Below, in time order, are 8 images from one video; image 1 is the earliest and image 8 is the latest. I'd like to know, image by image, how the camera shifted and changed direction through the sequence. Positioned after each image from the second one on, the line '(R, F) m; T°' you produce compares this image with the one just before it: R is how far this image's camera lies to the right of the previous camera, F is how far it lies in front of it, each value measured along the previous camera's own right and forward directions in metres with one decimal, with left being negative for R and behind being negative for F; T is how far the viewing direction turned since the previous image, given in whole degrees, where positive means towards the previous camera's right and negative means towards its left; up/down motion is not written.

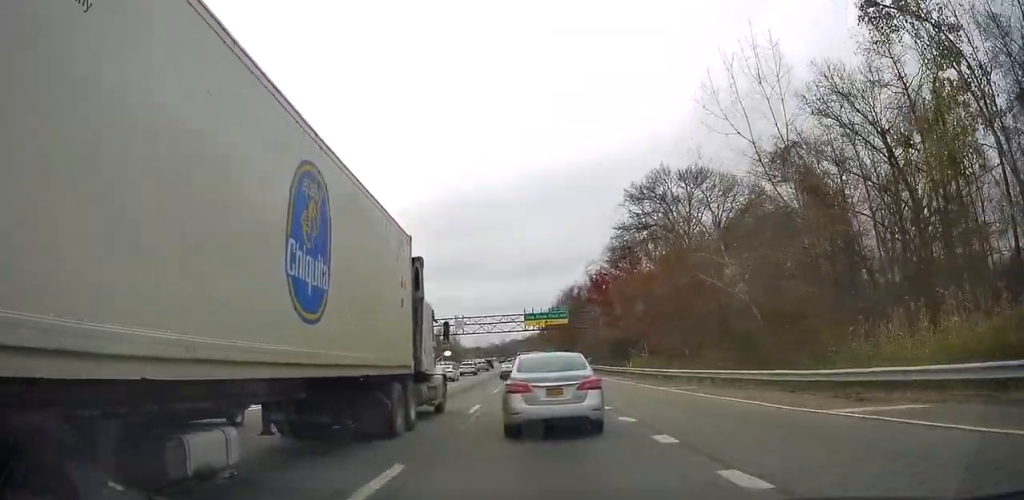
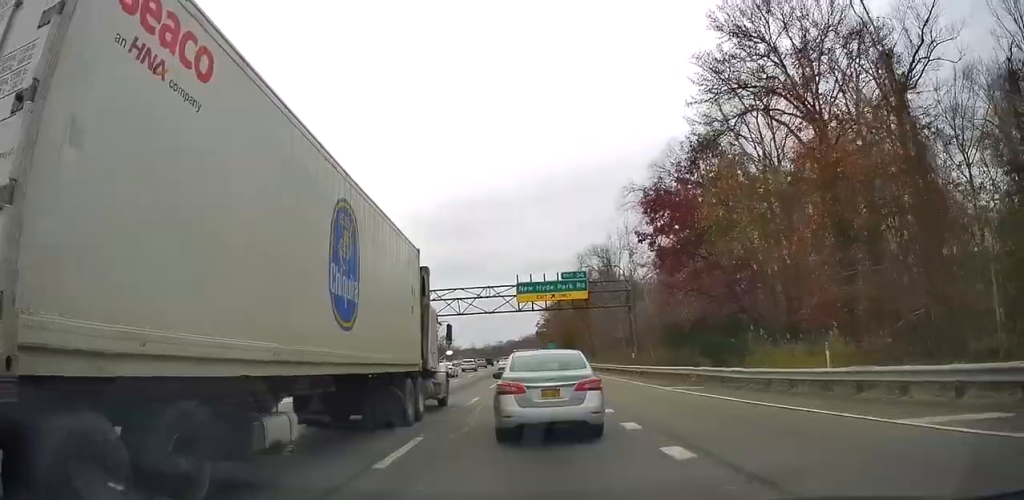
(0.0, +32.7) m; +1°
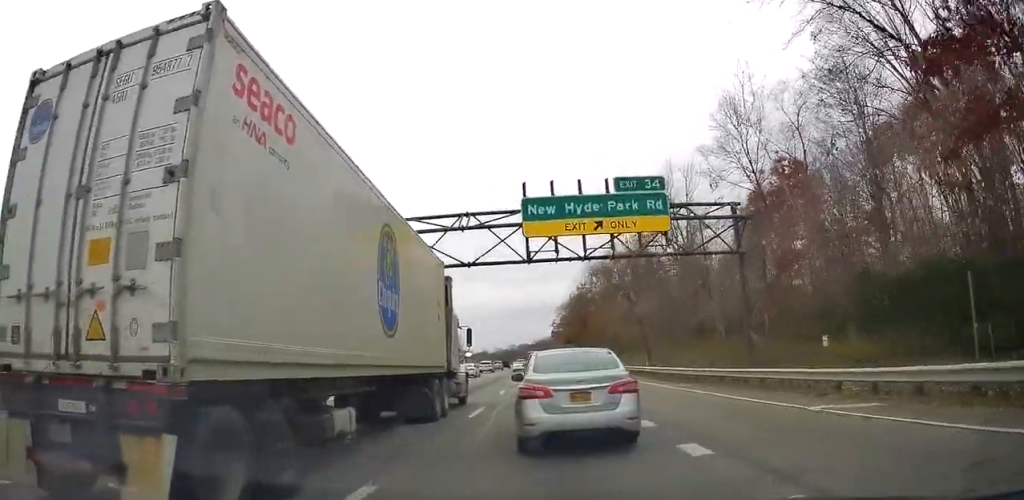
(-0.1, +28.2) m; -1°
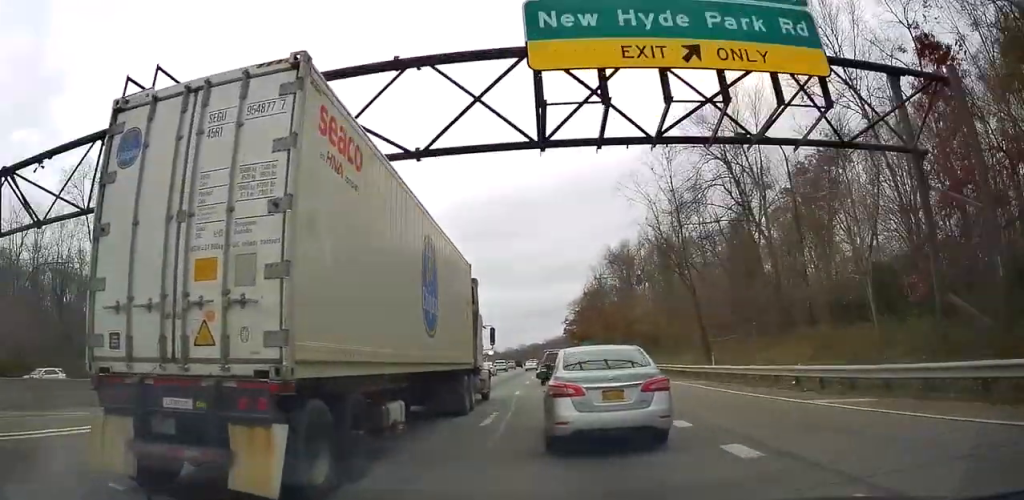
(0.0, +15.1) m; 0°
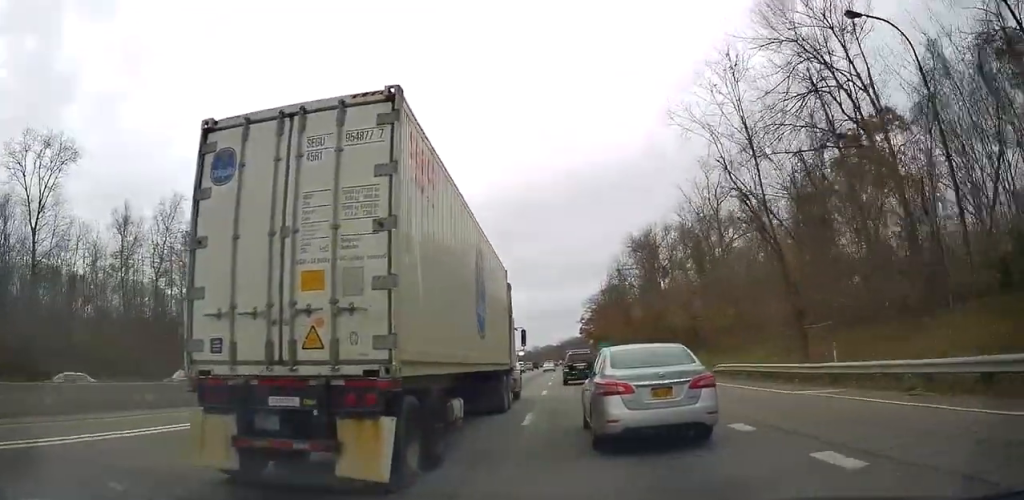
(0.0, +12.3) m; 0°
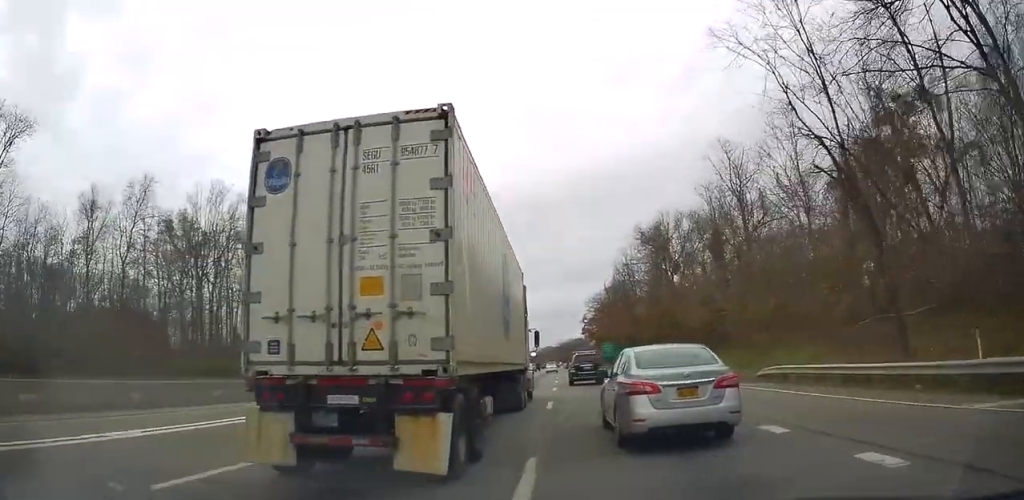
(0.0, +7.6) m; 0°
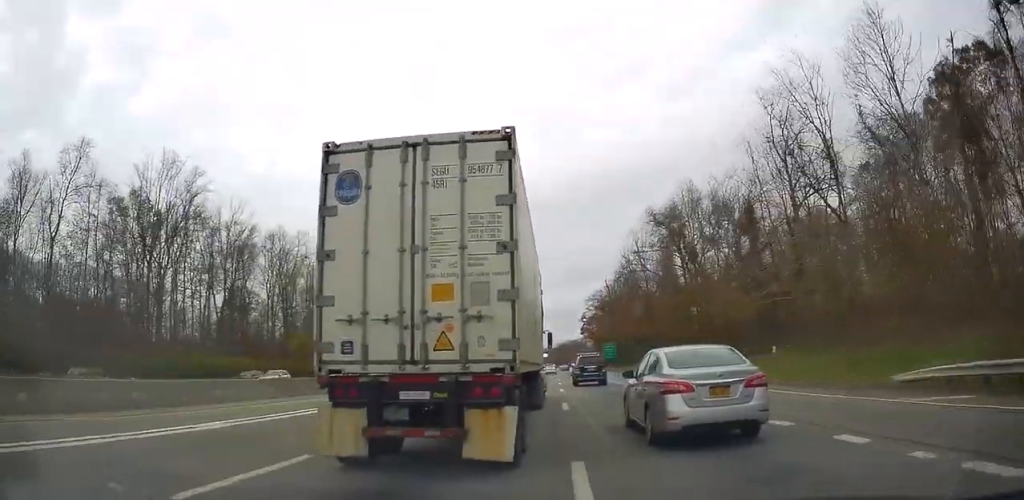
(0.0, +12.5) m; 0°
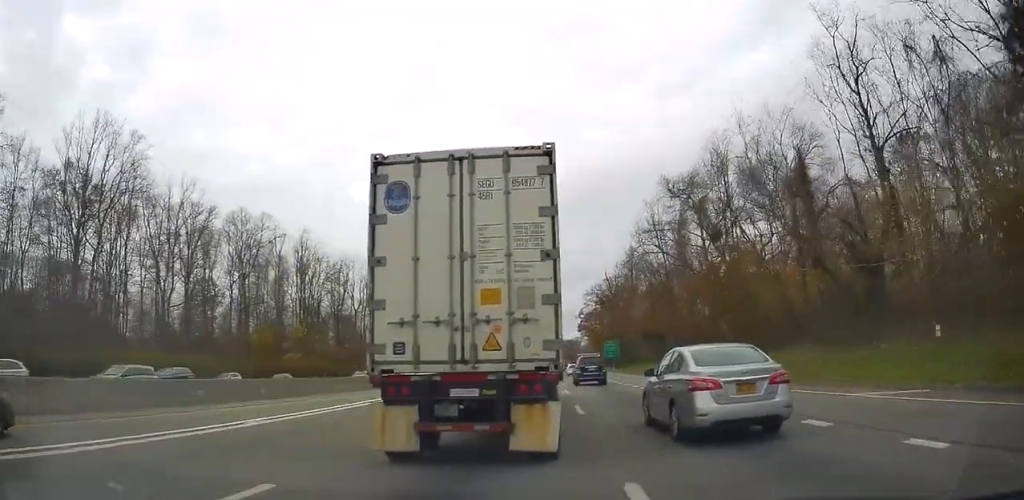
(0.0, +13.4) m; 0°
